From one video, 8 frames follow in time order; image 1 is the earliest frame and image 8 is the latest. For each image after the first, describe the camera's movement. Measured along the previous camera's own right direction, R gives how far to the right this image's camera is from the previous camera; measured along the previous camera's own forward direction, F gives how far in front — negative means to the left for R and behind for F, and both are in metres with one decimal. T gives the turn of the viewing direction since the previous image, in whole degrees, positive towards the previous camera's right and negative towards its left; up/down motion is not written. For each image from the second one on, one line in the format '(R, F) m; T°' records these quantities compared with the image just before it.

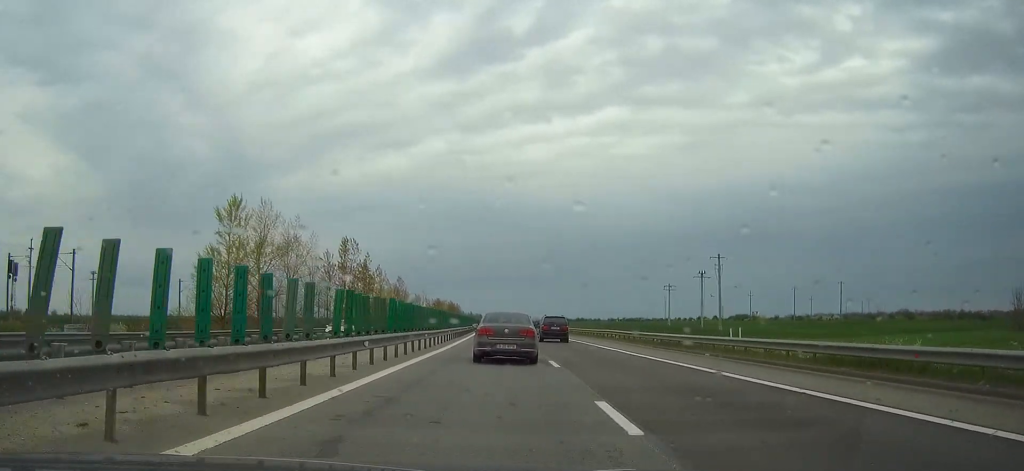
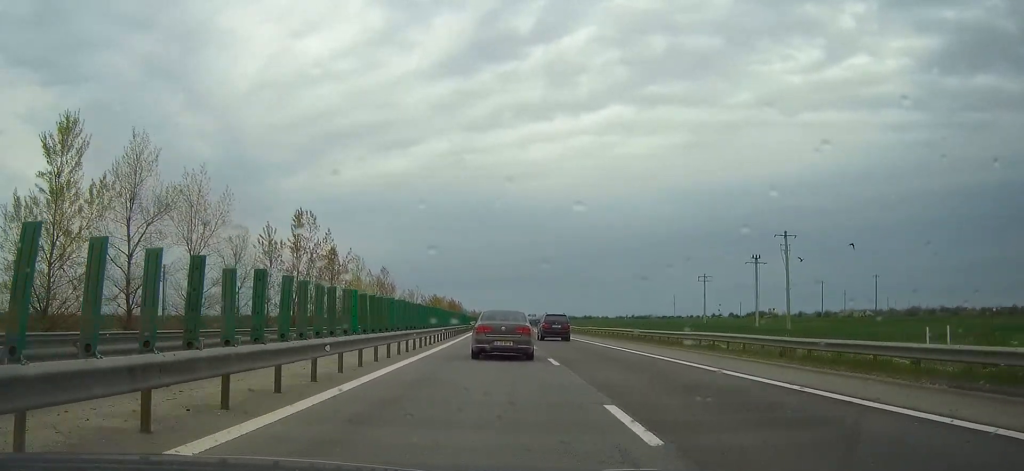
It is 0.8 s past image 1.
(-0.1, +23.8) m; 0°
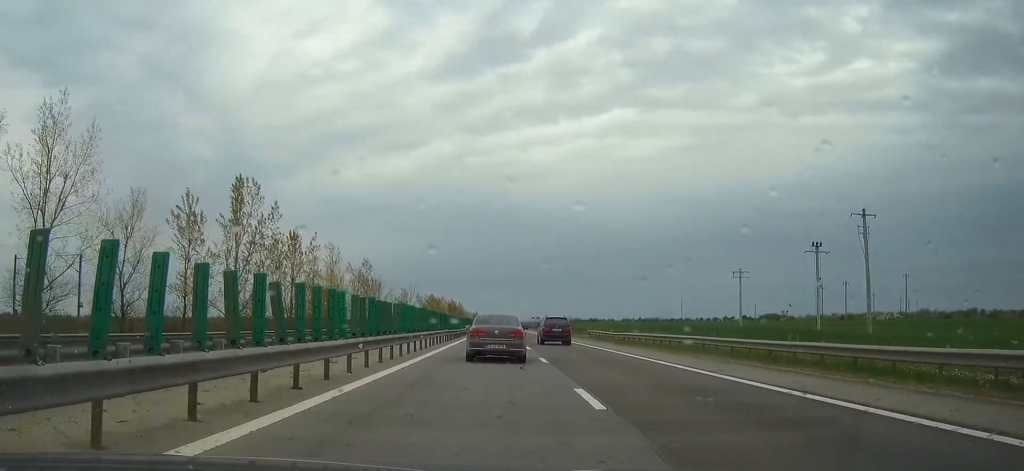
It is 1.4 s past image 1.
(-0.1, +19.1) m; 0°
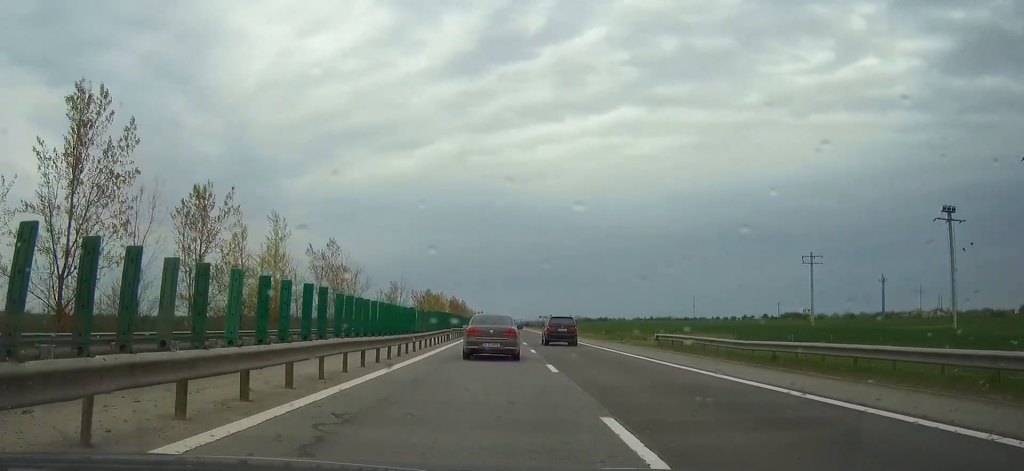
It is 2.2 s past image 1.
(0.0, +27.2) m; 0°
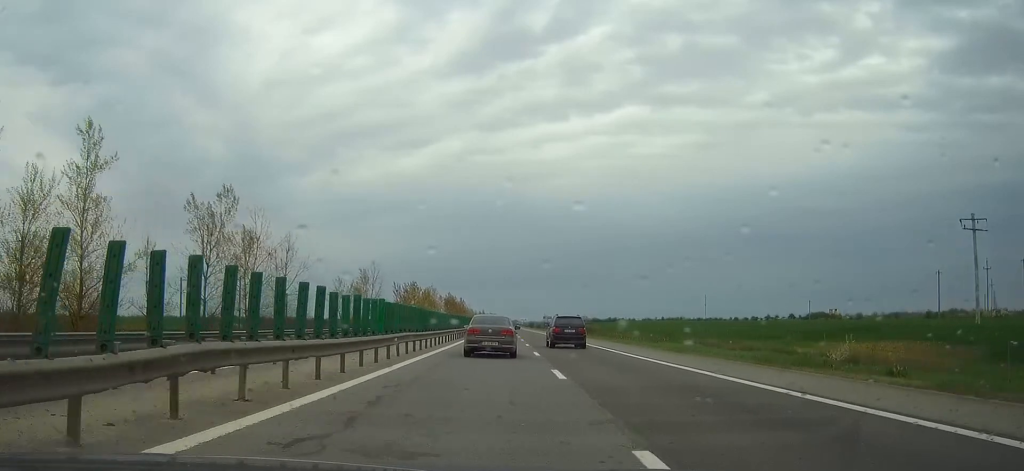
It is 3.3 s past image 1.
(-0.3, +37.6) m; -1°
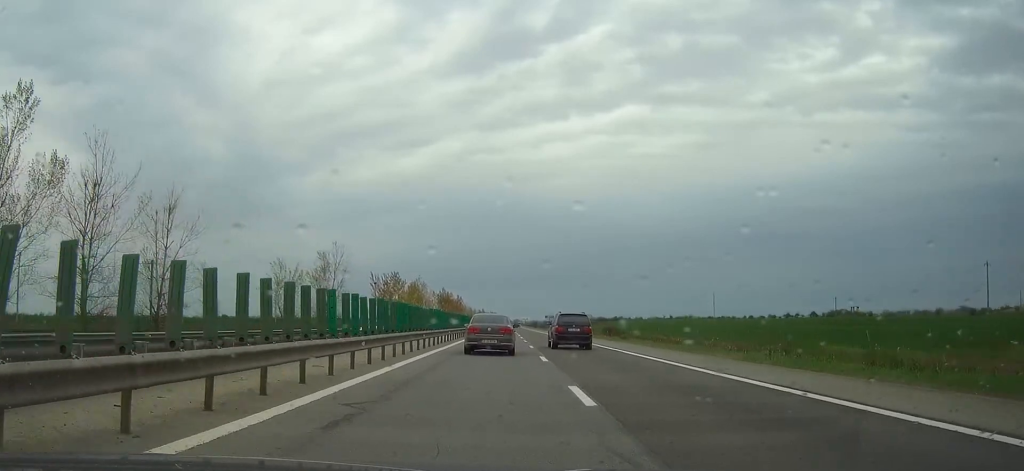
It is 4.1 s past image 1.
(-0.1, +28.8) m; 0°
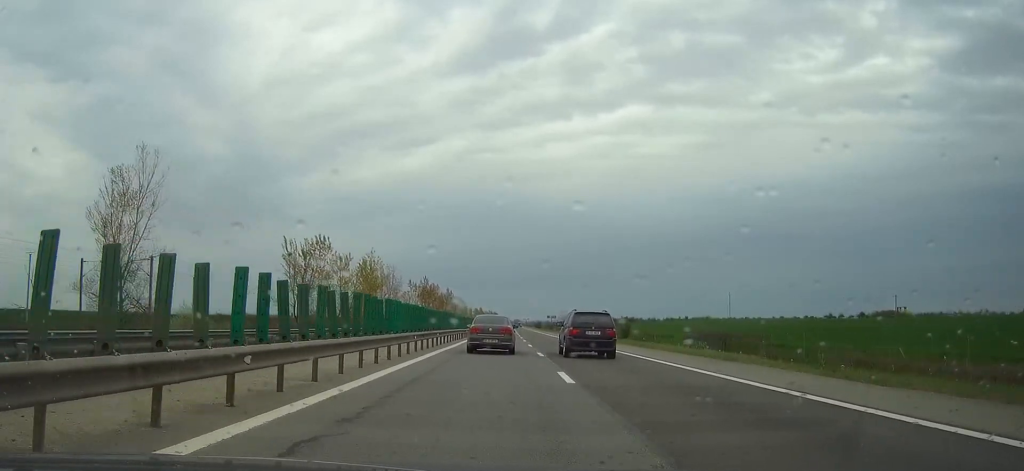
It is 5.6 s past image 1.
(0.0, +54.7) m; 0°
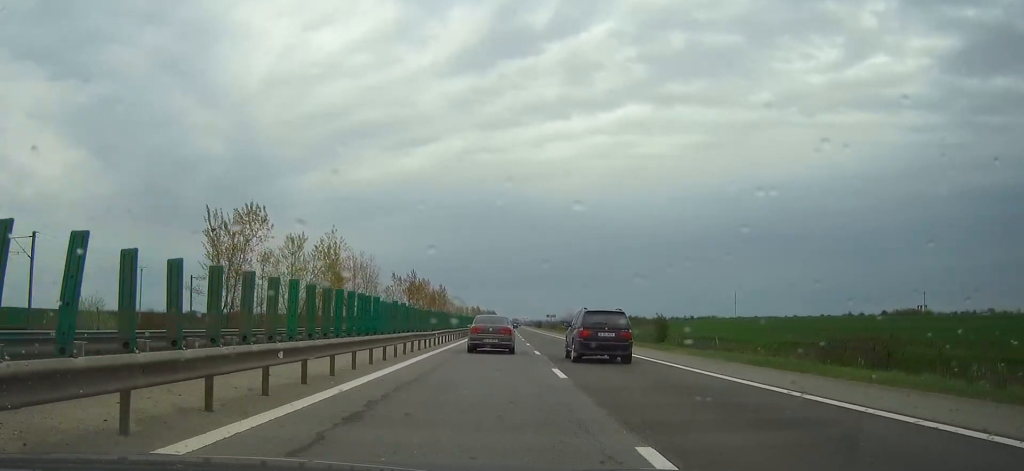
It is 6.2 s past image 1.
(-0.1, +22.2) m; 0°
